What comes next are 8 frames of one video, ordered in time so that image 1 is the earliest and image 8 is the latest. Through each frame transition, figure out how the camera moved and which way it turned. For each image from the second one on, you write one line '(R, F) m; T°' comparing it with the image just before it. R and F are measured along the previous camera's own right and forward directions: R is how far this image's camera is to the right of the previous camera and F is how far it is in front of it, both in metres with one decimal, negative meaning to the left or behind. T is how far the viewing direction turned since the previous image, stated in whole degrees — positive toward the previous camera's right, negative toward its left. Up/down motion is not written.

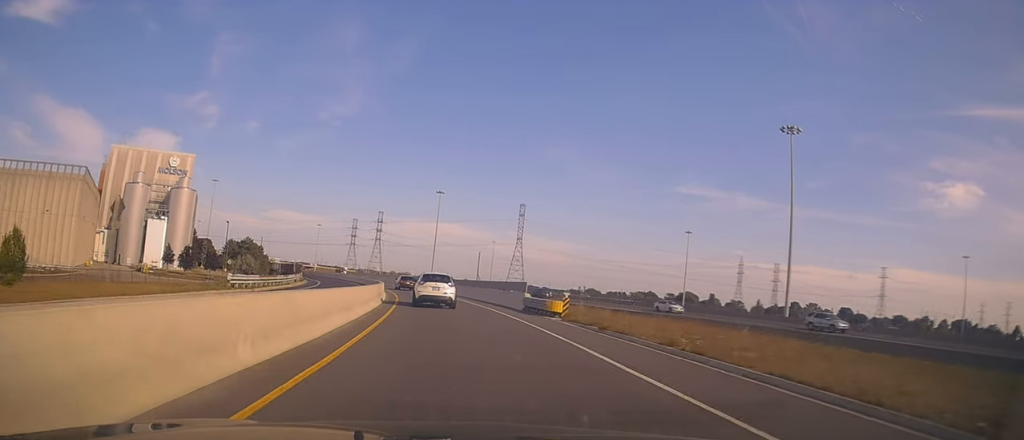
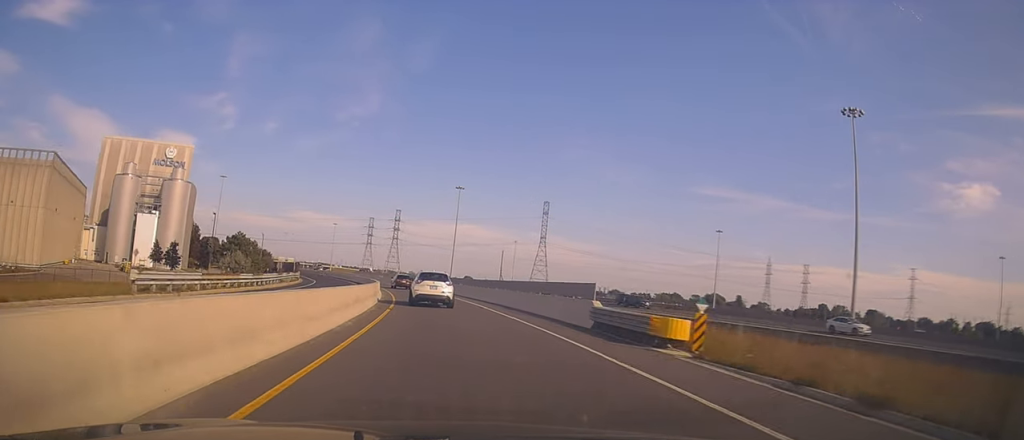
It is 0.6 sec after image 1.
(-0.9, +13.1) m; -3°
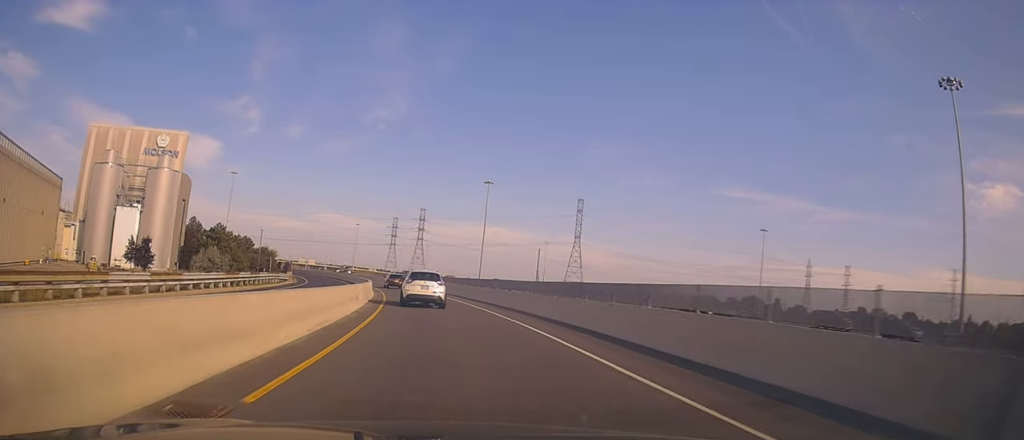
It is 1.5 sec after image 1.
(-0.5, +18.0) m; -3°
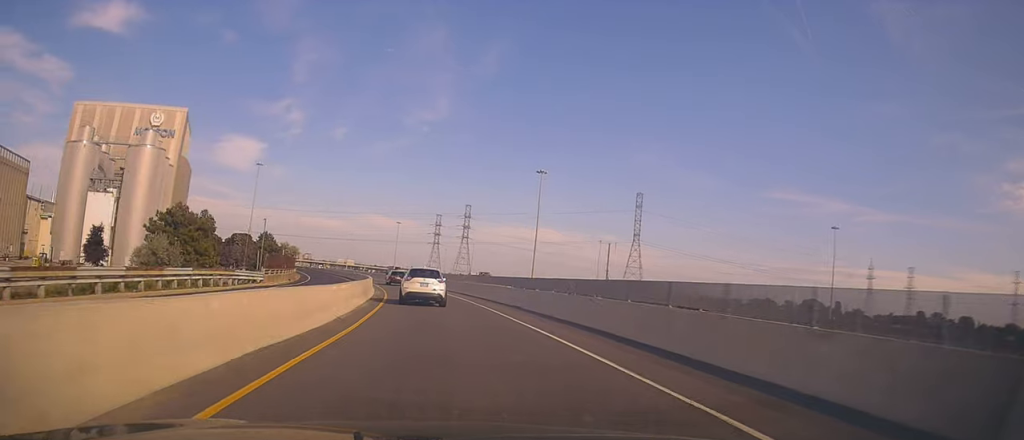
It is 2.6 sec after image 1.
(-0.9, +22.9) m; -4°
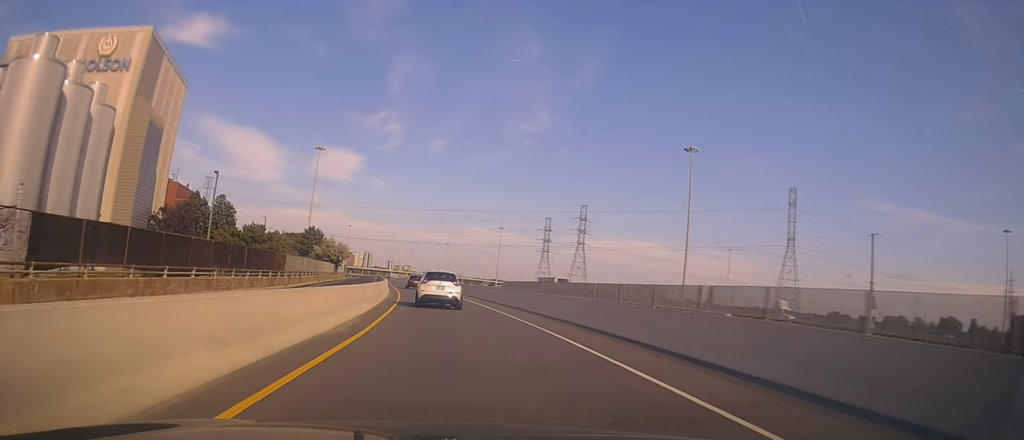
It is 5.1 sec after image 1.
(-4.5, +49.9) m; -11°
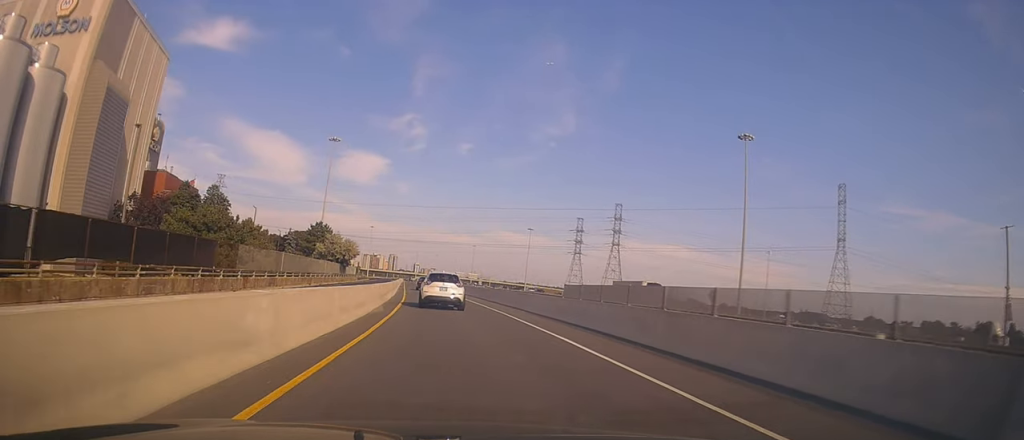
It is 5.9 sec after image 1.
(0.0, +15.9) m; -1°
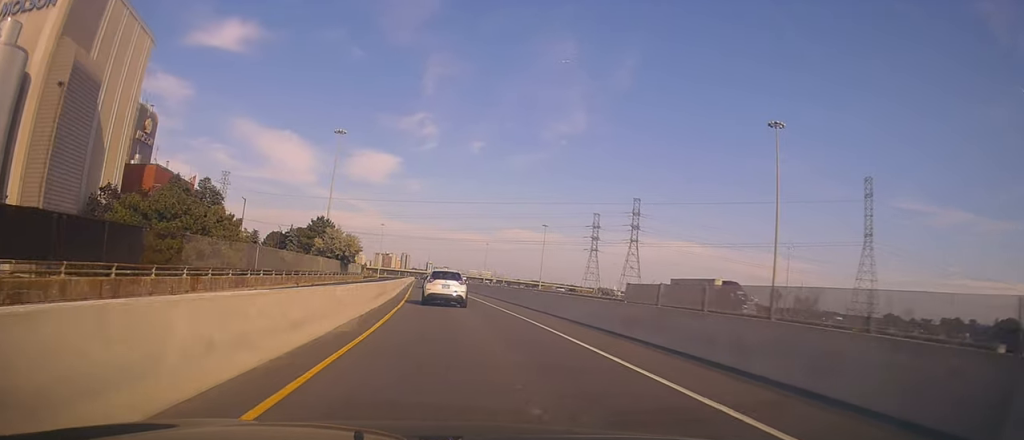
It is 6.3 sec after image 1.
(-0.1, +8.6) m; -2°
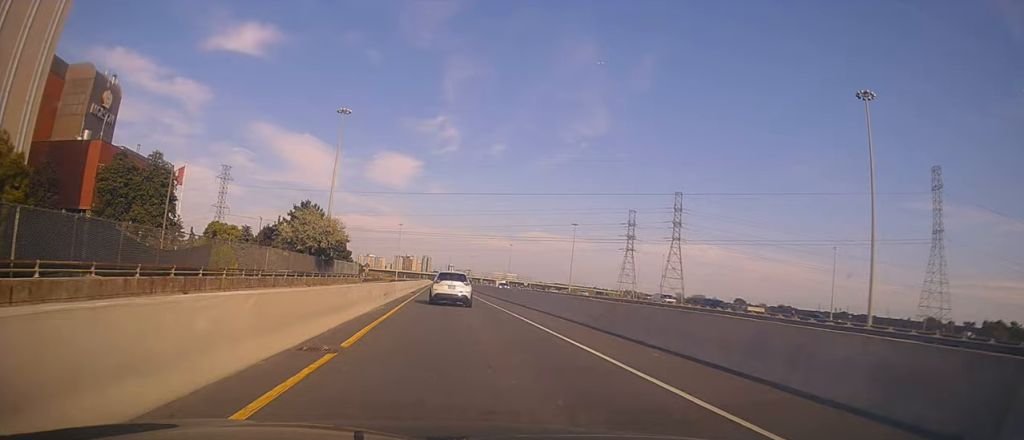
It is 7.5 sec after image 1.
(-1.3, +24.3) m; -5°
